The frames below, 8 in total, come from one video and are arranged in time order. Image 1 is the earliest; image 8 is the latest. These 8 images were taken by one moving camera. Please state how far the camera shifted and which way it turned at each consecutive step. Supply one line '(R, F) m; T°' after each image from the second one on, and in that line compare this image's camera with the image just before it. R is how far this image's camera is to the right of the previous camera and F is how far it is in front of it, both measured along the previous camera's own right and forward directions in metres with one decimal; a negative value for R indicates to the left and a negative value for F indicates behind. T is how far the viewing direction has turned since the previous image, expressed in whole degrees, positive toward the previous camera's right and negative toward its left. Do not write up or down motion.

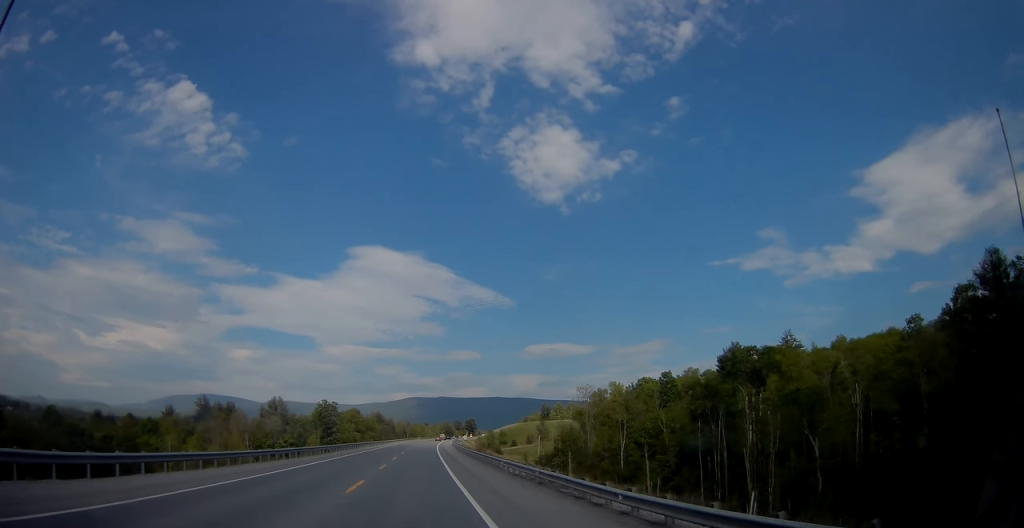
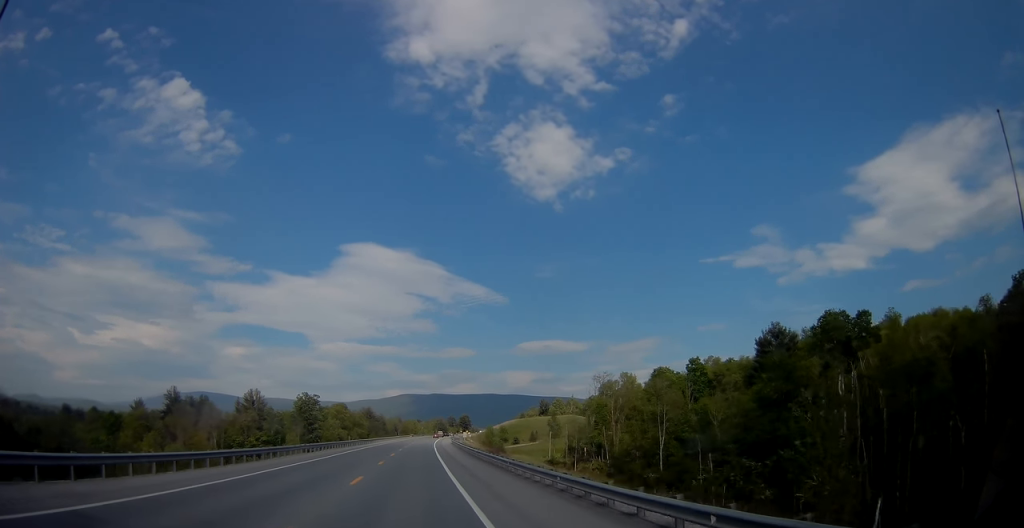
(+0.7, +23.2) m; +1°
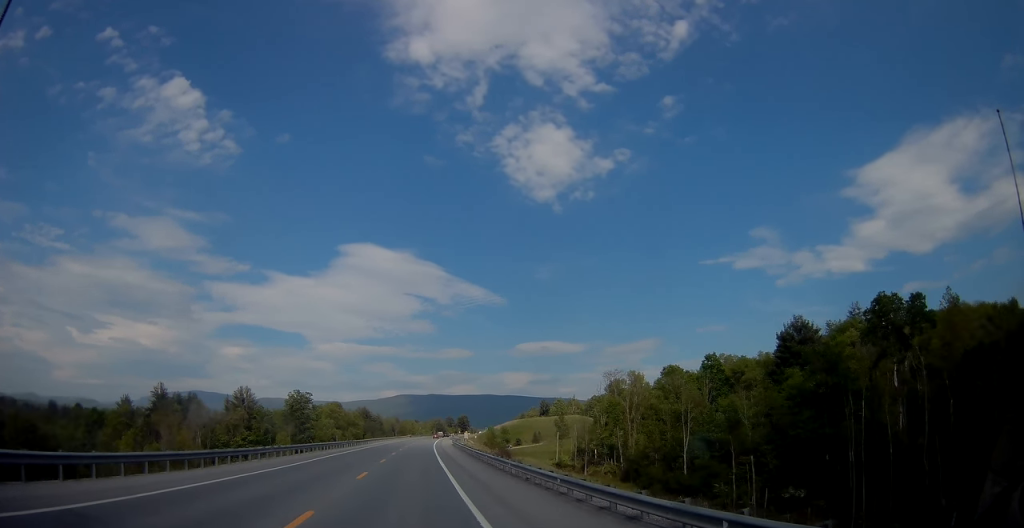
(0.0, +9.9) m; 0°
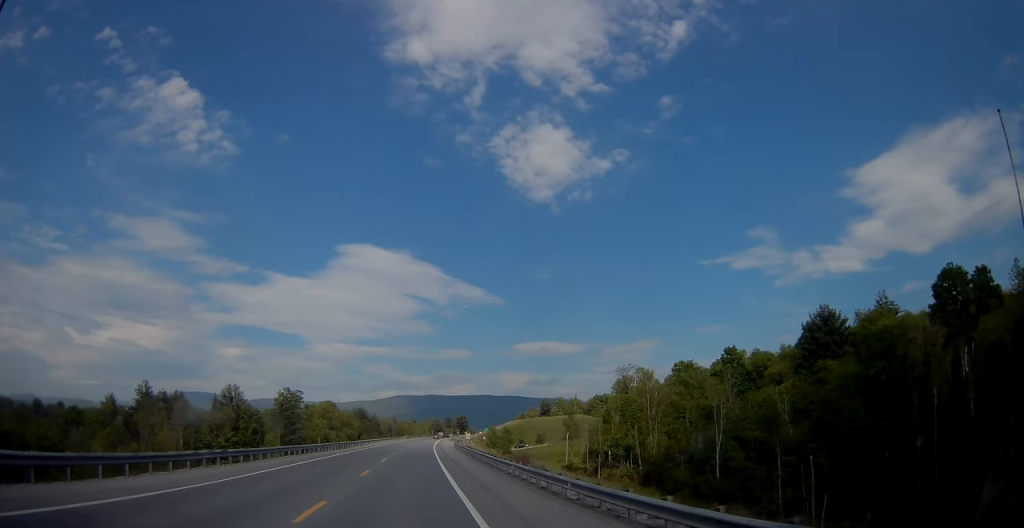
(-0.2, +10.7) m; 0°
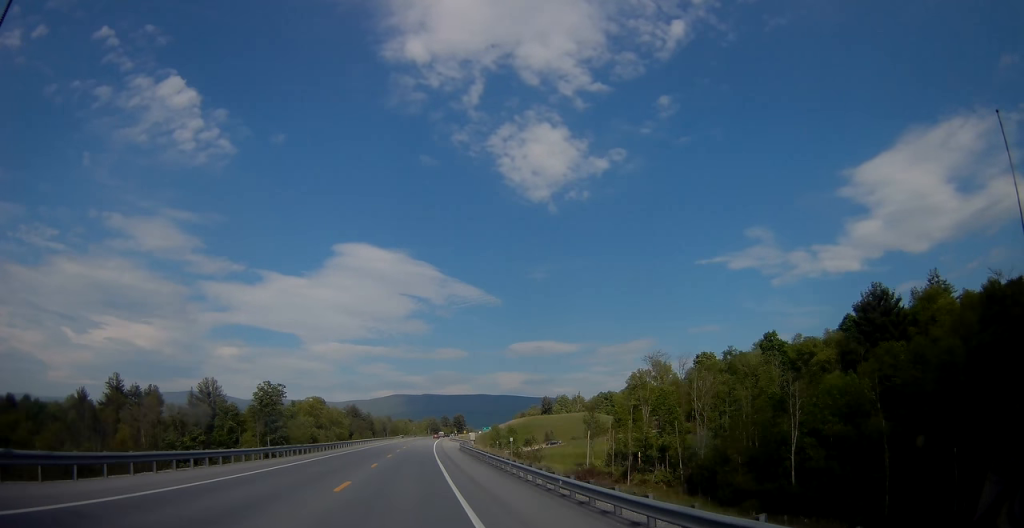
(0.0, +18.0) m; 0°
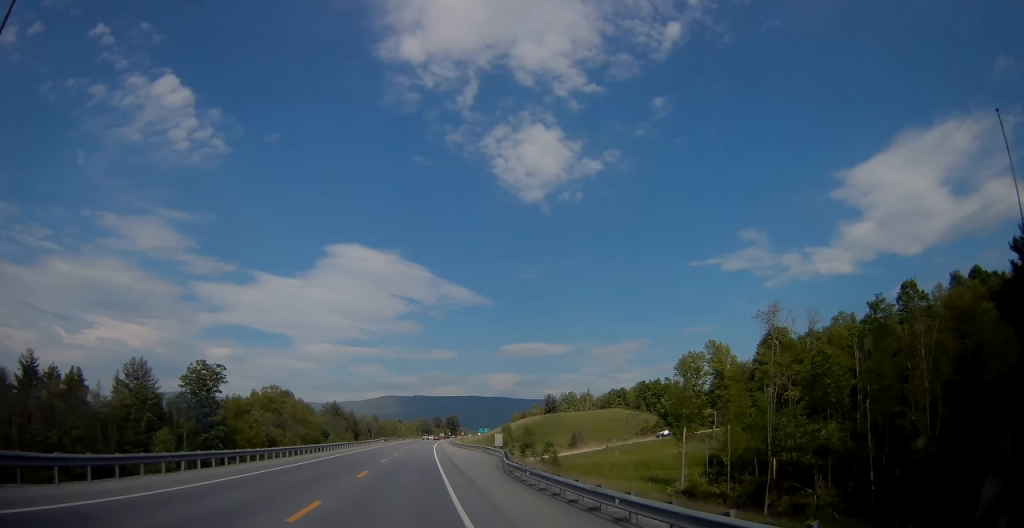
(+0.4, +41.4) m; 0°
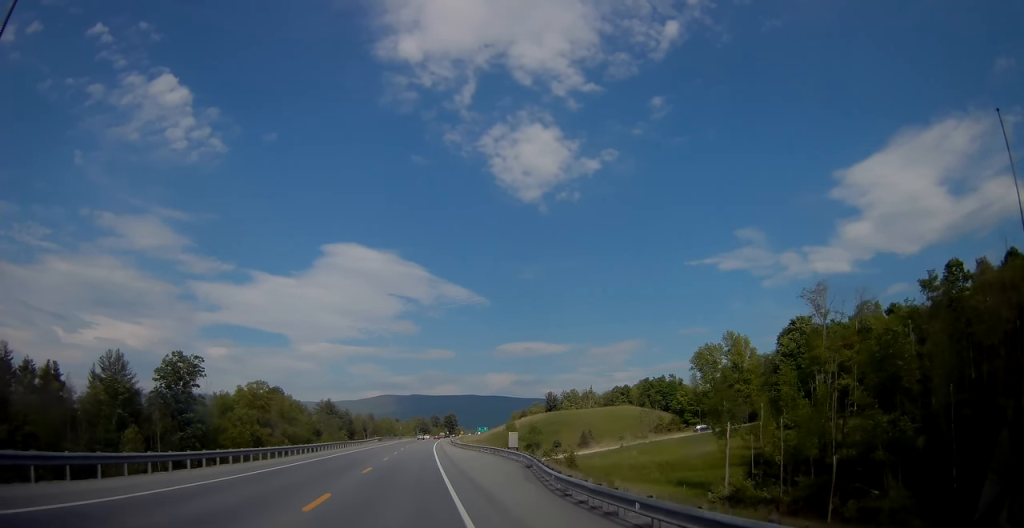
(0.0, +9.9) m; 0°
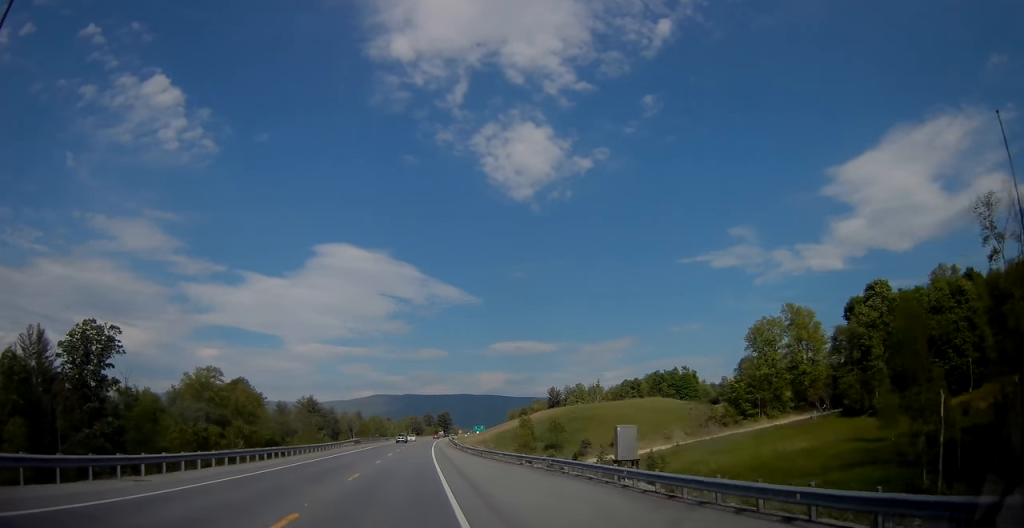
(+0.1, +26.6) m; +1°
